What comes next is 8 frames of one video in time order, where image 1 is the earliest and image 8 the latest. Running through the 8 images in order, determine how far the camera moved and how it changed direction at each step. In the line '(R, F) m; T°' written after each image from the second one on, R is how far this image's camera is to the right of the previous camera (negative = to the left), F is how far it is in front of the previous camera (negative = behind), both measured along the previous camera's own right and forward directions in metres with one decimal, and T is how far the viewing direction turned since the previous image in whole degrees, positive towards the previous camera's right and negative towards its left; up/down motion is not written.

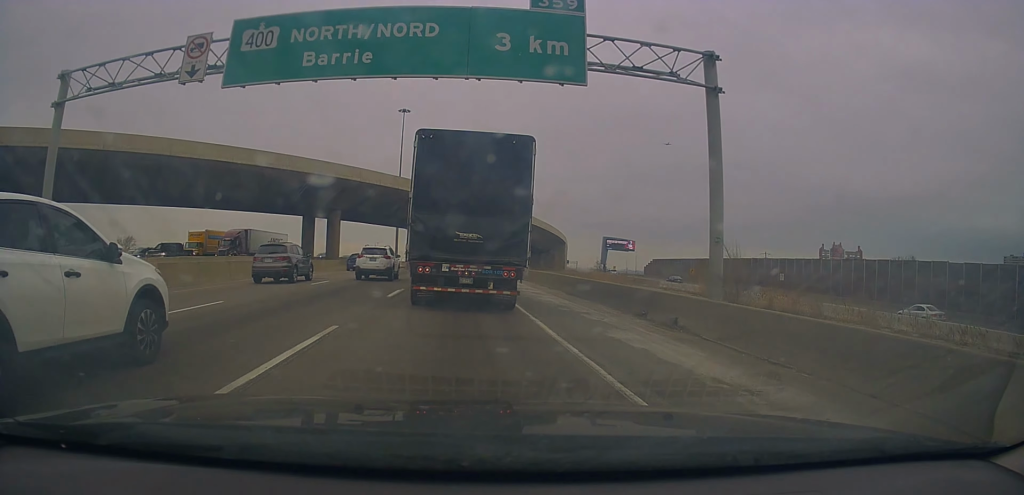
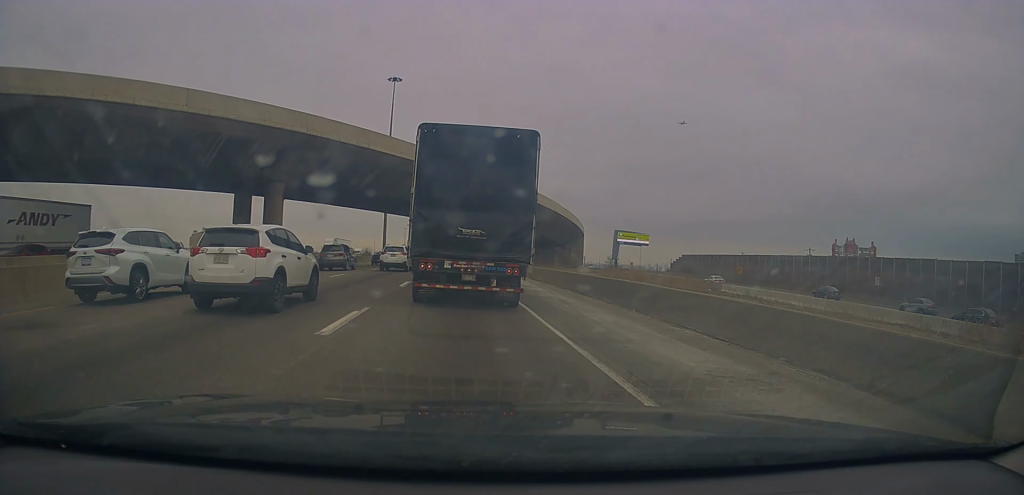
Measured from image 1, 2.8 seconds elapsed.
(-0.3, +18.0) m; 0°
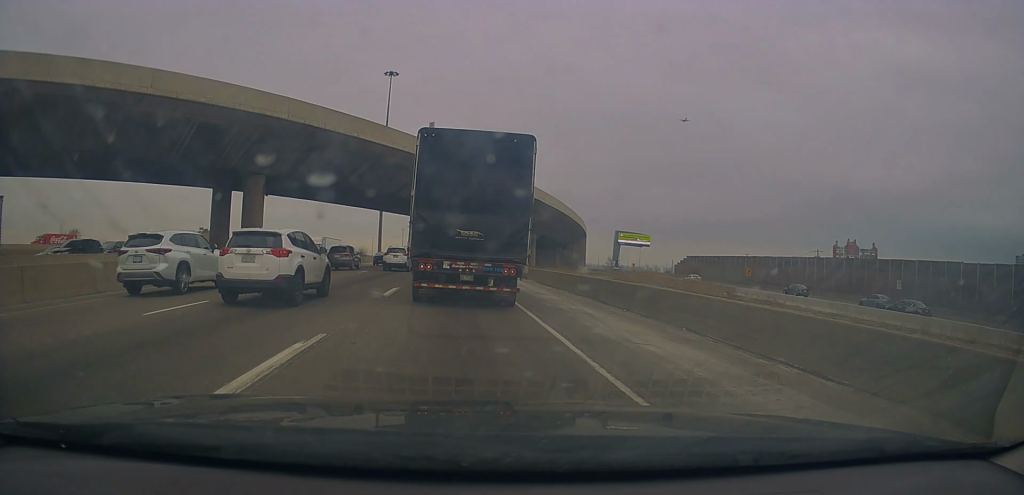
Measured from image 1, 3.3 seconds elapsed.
(+0.2, +3.8) m; -1°
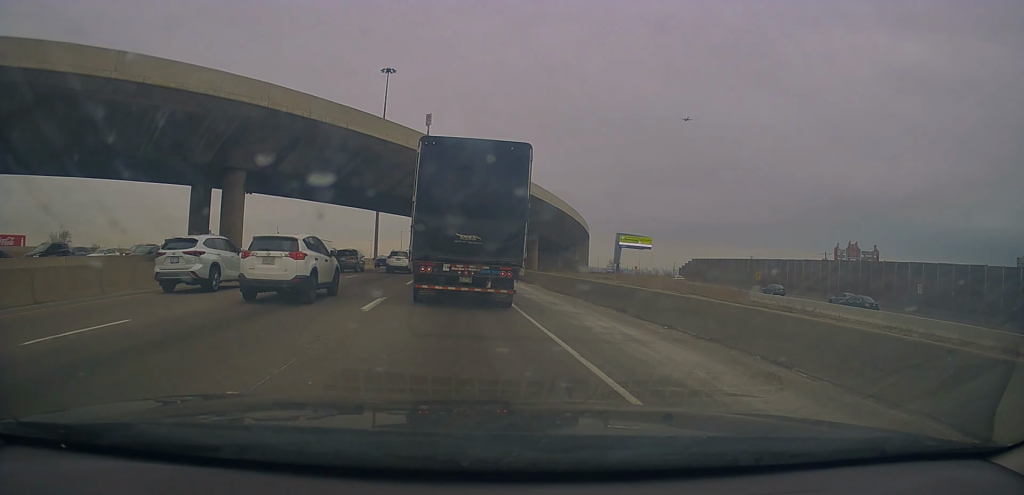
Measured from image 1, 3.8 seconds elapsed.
(-0.2, +3.7) m; +1°
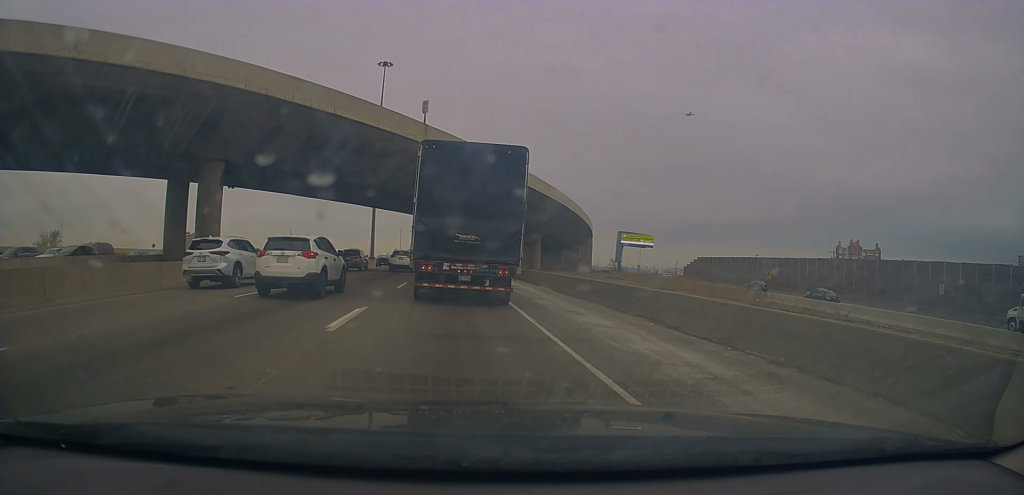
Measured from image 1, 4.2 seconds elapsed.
(-0.3, +3.4) m; +1°
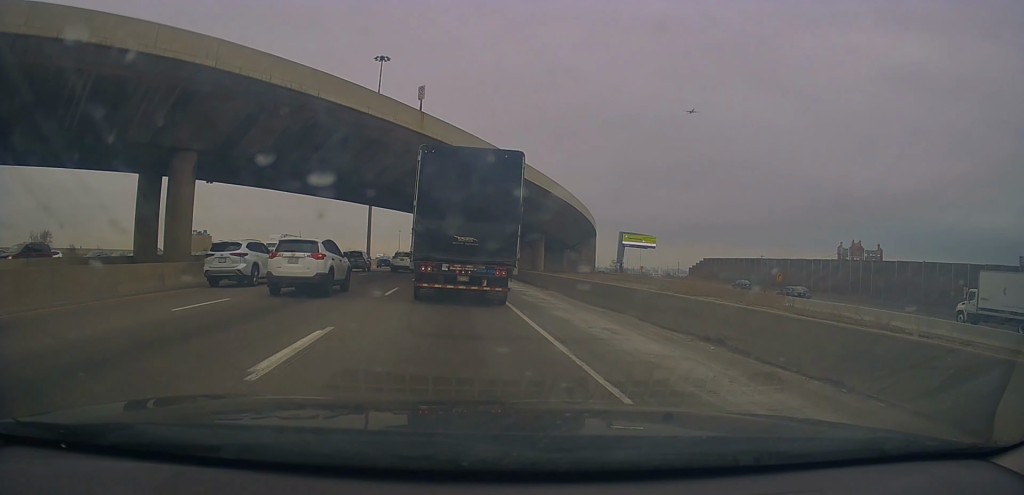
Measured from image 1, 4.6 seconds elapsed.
(+0.1, +3.5) m; +2°
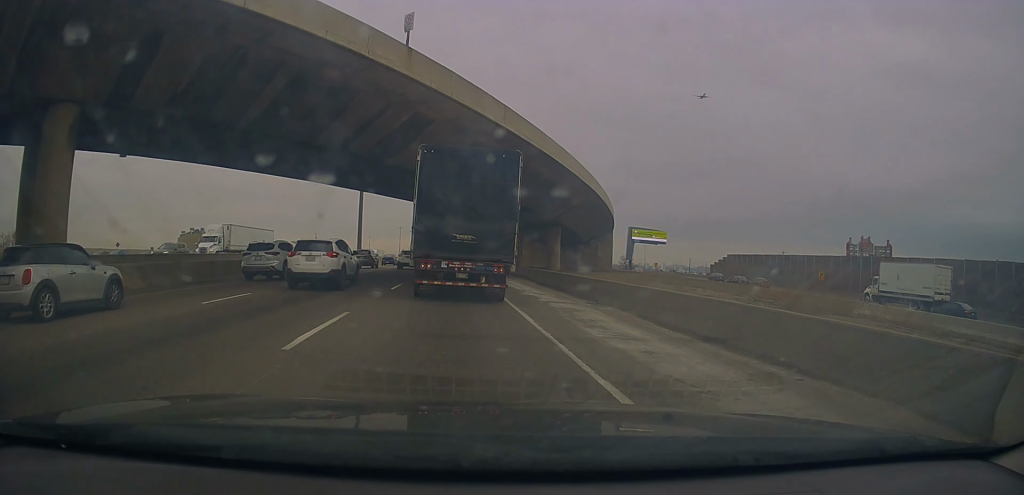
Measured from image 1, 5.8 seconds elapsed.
(+0.6, +9.0) m; +1°
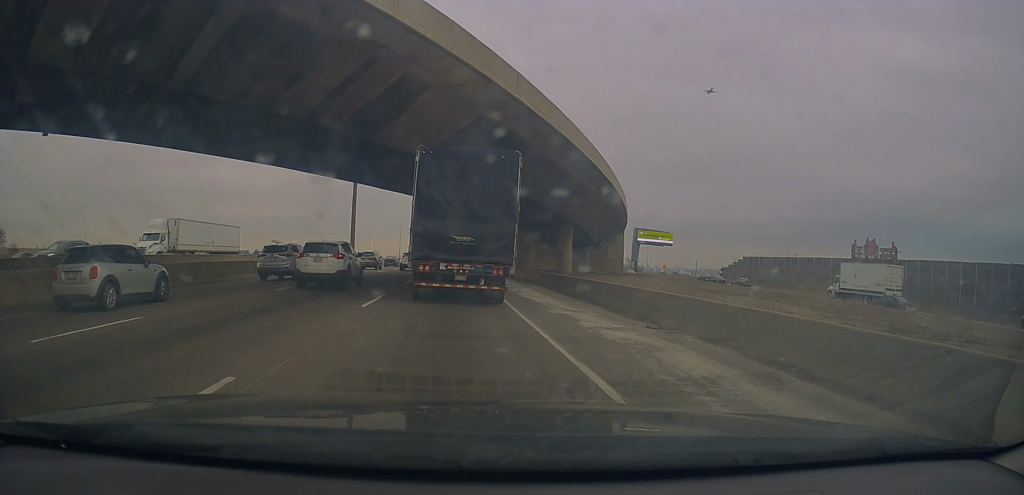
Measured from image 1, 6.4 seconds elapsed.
(-0.1, +5.4) m; -3°
